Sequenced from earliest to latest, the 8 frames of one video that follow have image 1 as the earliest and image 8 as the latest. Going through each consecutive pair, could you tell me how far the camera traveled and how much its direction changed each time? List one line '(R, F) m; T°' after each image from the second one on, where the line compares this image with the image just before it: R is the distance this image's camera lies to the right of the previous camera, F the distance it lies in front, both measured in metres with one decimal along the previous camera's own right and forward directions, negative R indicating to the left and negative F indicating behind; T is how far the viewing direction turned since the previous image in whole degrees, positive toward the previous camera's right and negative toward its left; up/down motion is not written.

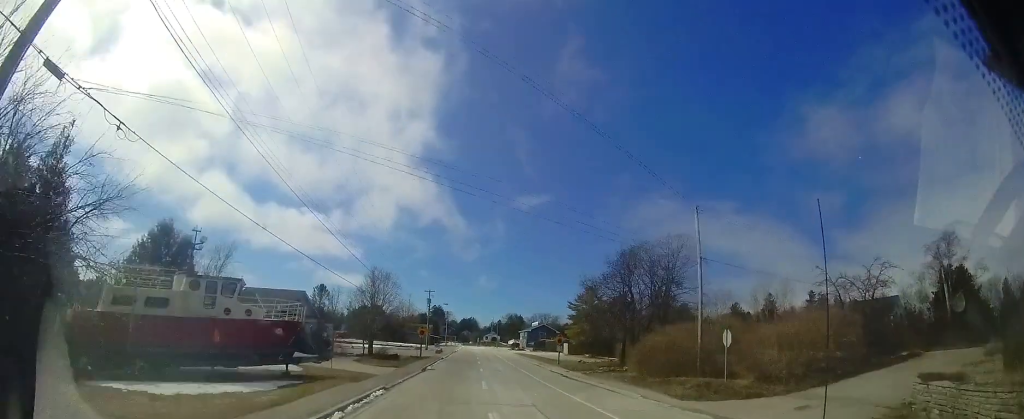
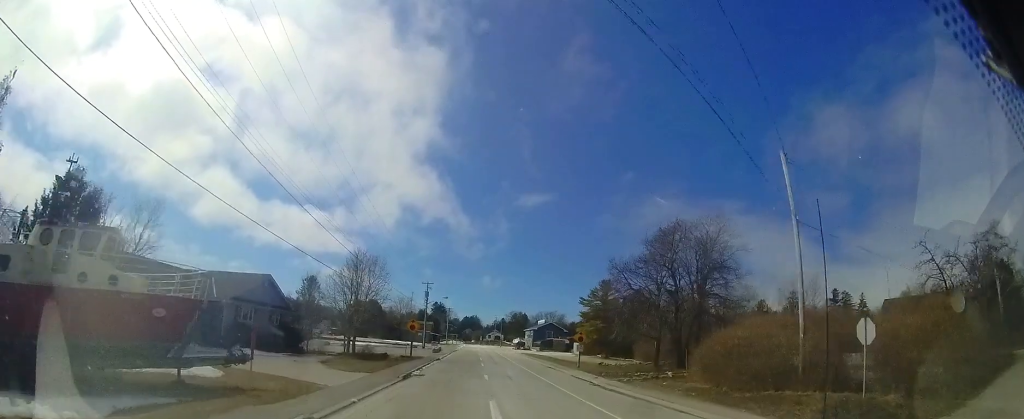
(+0.1, +6.7) m; -1°
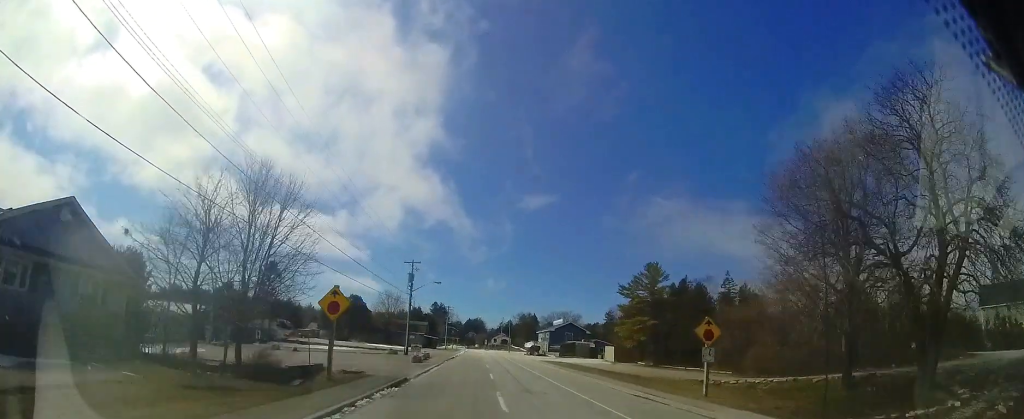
(-0.5, +17.3) m; -1°
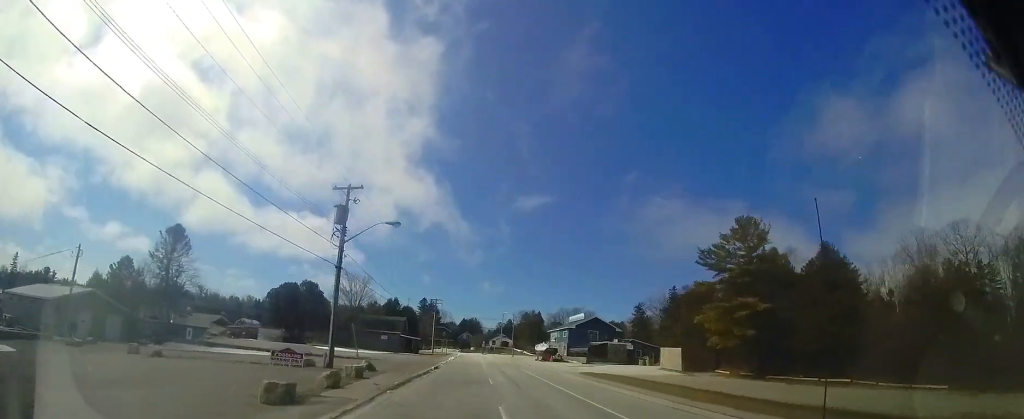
(+0.6, +20.1) m; +2°
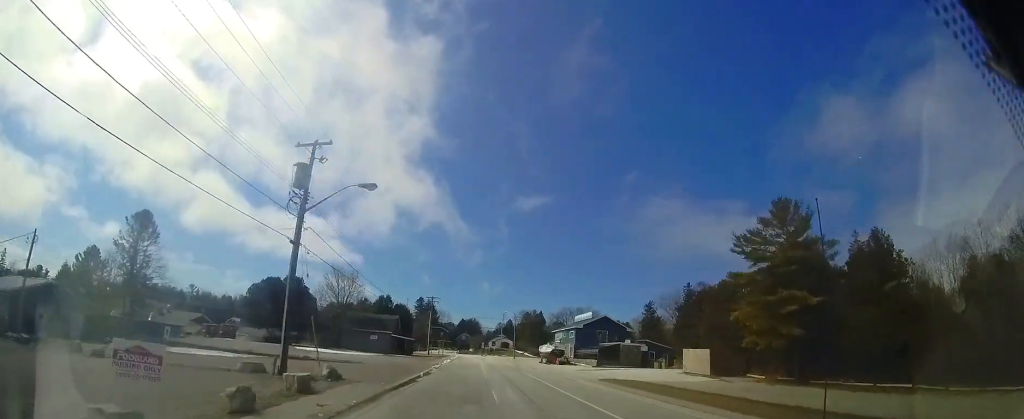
(-0.1, +5.0) m; 0°
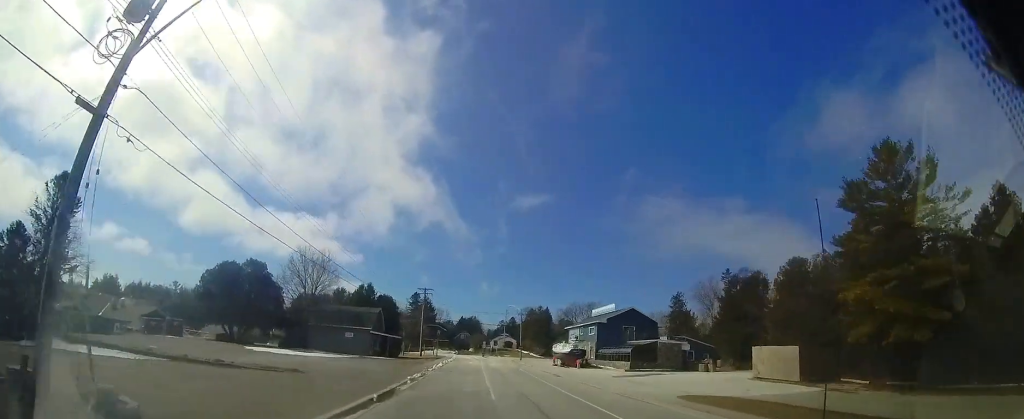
(+0.2, +10.1) m; -1°
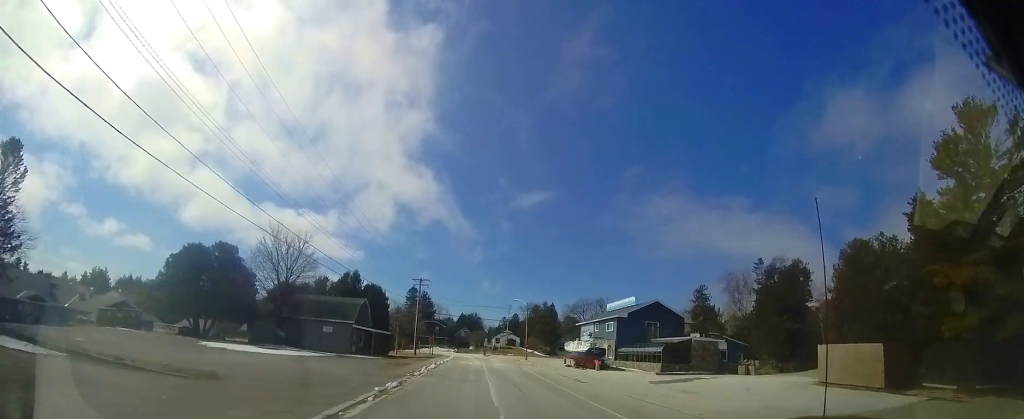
(-0.2, +6.2) m; 0°
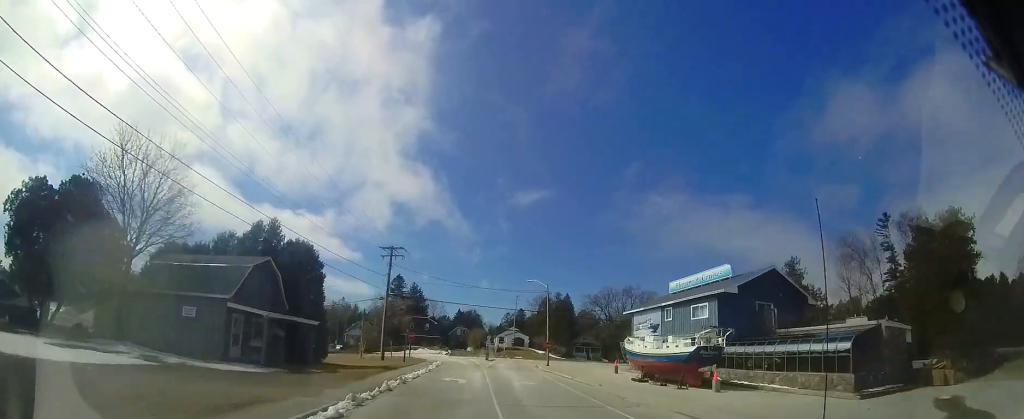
(+0.5, +17.6) m; +3°
